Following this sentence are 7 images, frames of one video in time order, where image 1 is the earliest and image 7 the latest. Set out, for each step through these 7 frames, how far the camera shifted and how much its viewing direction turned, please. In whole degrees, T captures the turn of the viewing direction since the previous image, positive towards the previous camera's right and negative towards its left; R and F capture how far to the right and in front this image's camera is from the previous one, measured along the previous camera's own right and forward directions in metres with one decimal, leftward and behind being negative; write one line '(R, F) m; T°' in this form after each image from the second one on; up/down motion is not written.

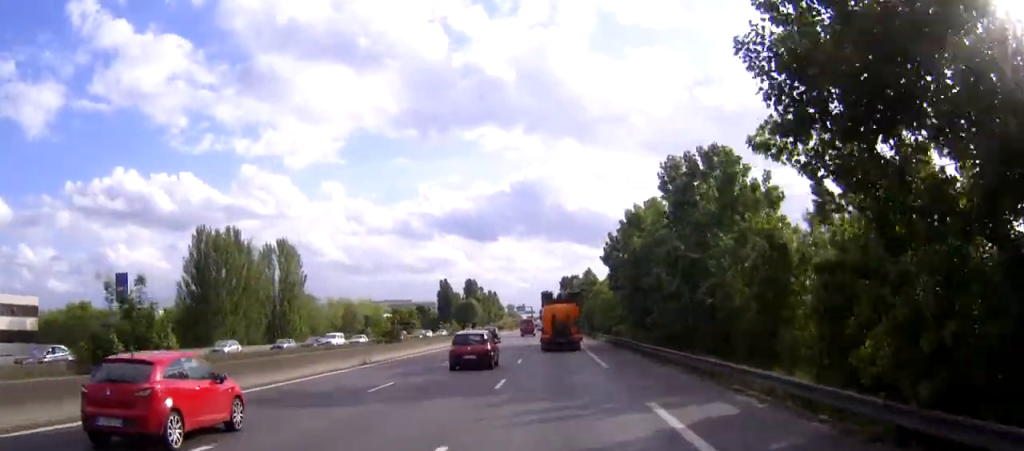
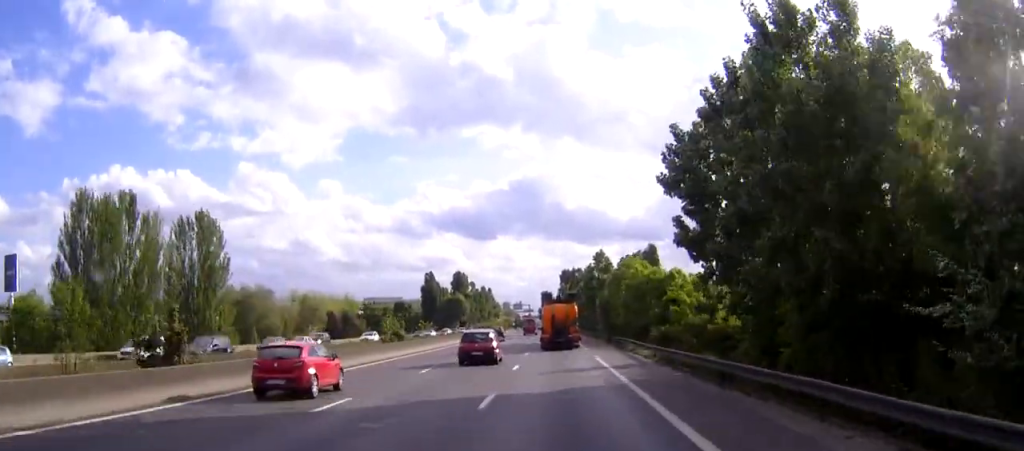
(0.0, +30.9) m; 0°
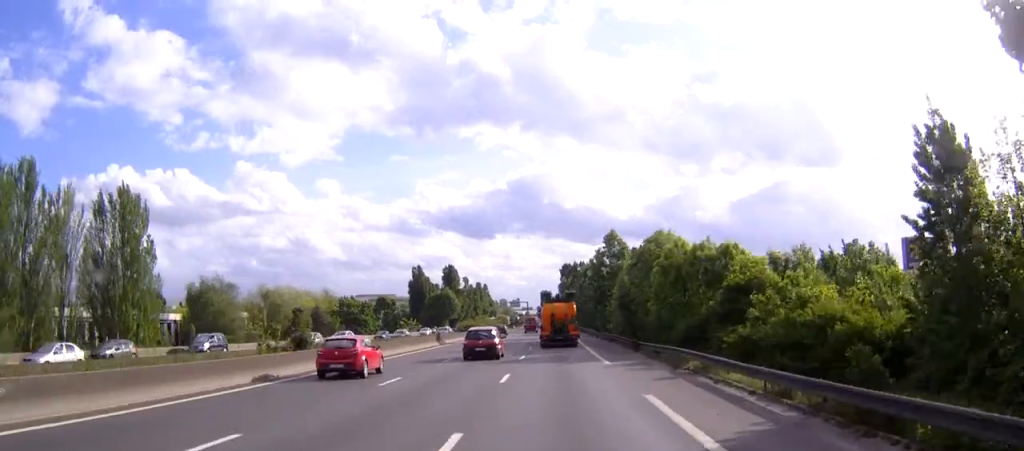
(0.0, +20.0) m; 0°
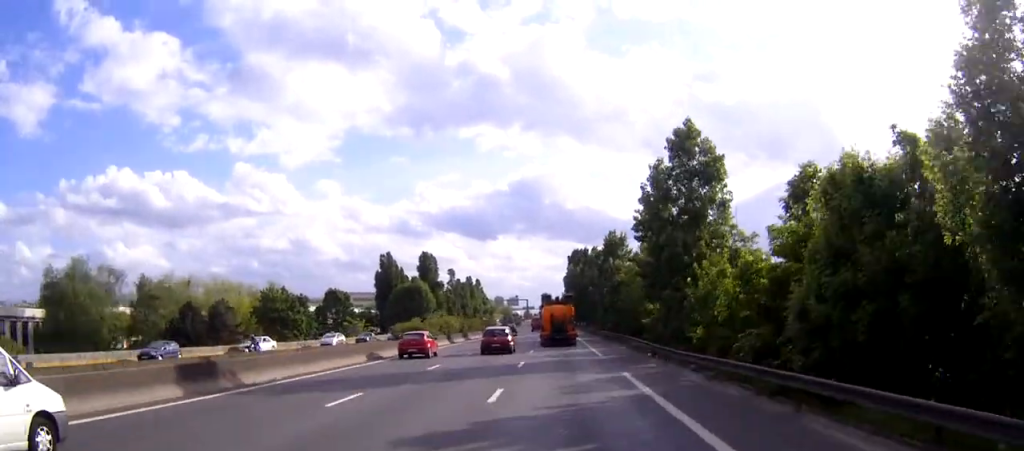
(-0.1, +44.1) m; -1°
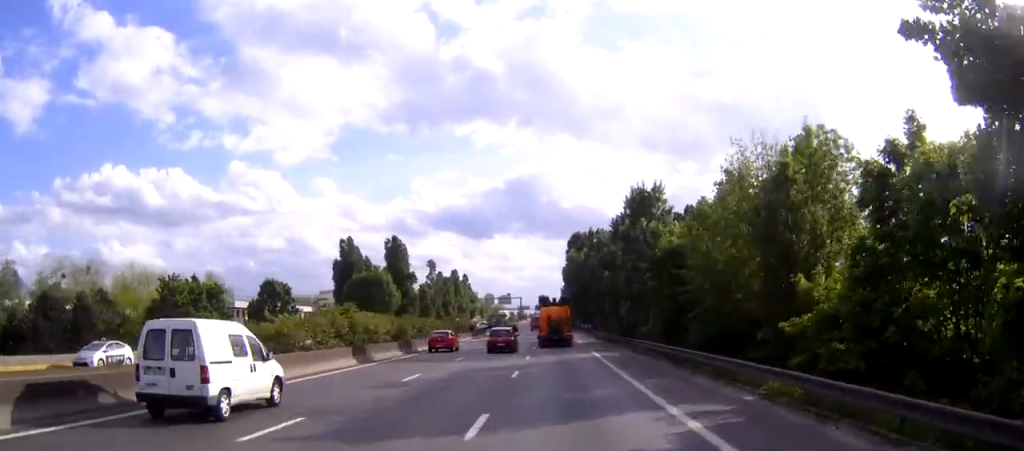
(0.0, +30.8) m; 0°
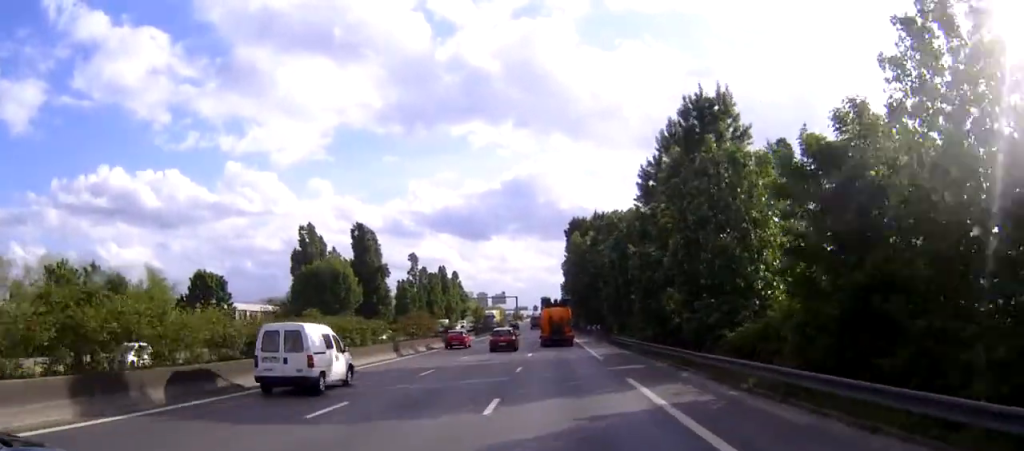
(+0.1, +22.5) m; 0°
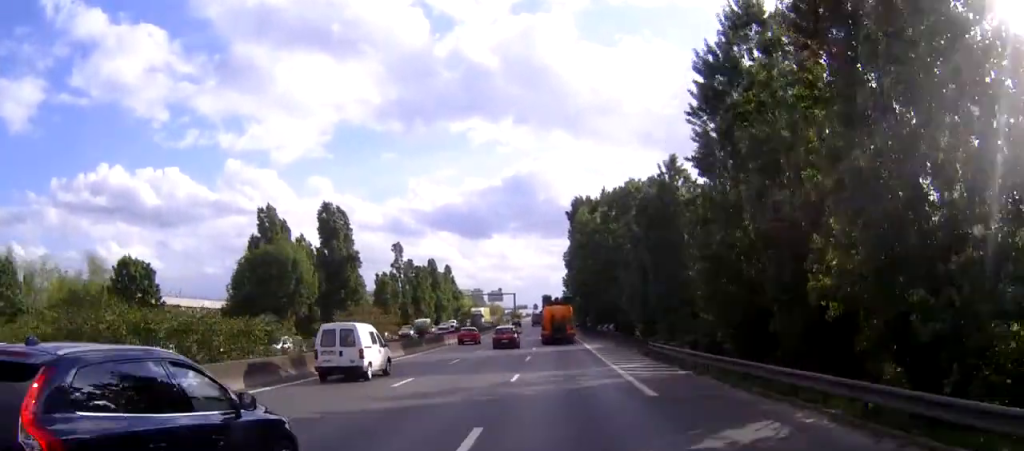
(0.0, +17.8) m; 0°
